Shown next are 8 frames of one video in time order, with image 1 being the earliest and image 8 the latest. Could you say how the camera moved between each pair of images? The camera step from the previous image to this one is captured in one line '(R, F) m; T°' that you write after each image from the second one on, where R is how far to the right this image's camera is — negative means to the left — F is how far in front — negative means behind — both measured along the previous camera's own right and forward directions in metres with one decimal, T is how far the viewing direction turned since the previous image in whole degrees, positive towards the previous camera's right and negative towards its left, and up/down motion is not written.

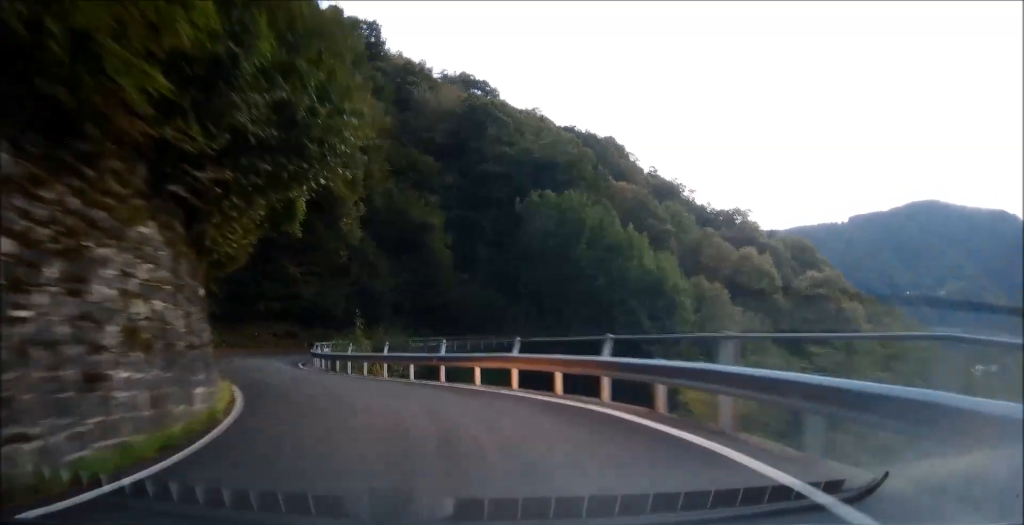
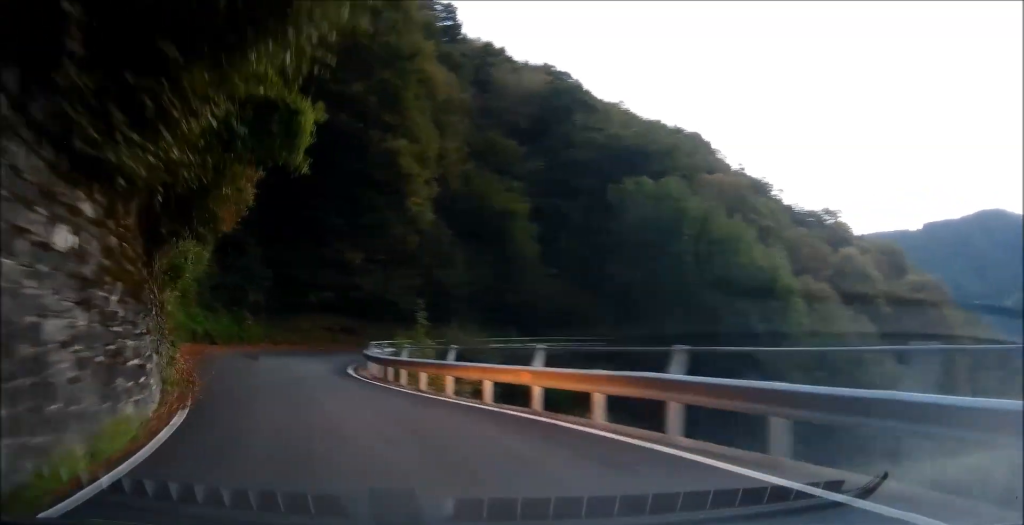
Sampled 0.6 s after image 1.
(-0.3, +6.3) m; -6°
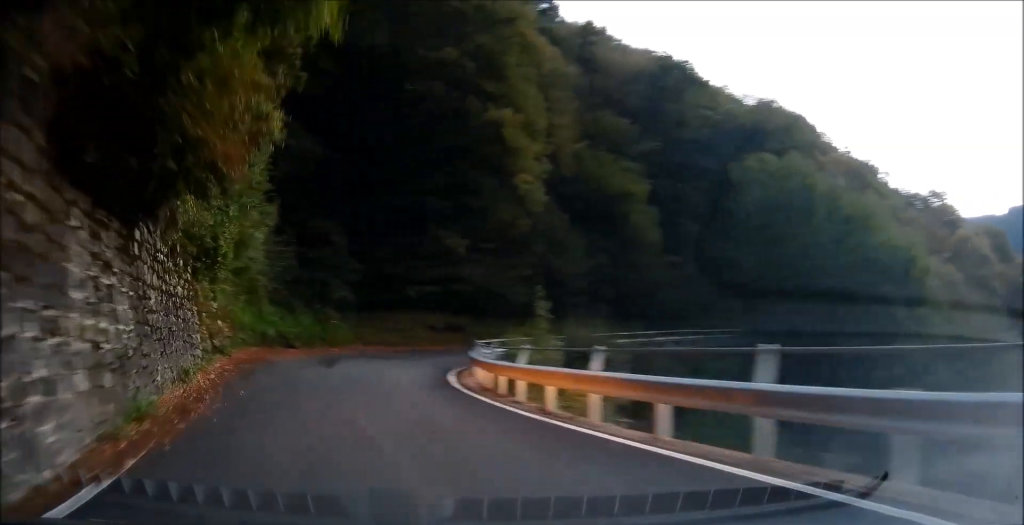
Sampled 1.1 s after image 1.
(+0.1, +4.9) m; -6°
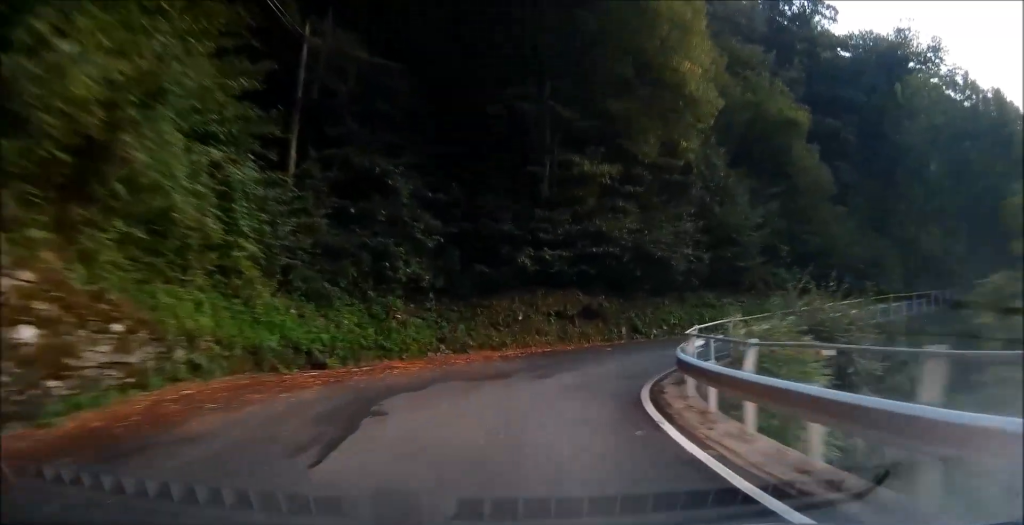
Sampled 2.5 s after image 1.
(-1.4, +13.4) m; -3°
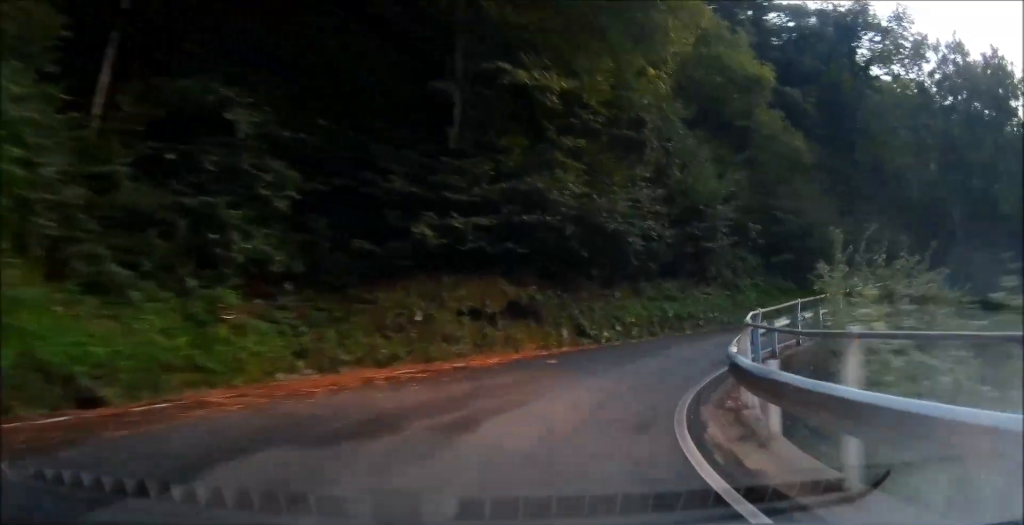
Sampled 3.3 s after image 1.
(+0.2, +7.8) m; +7°
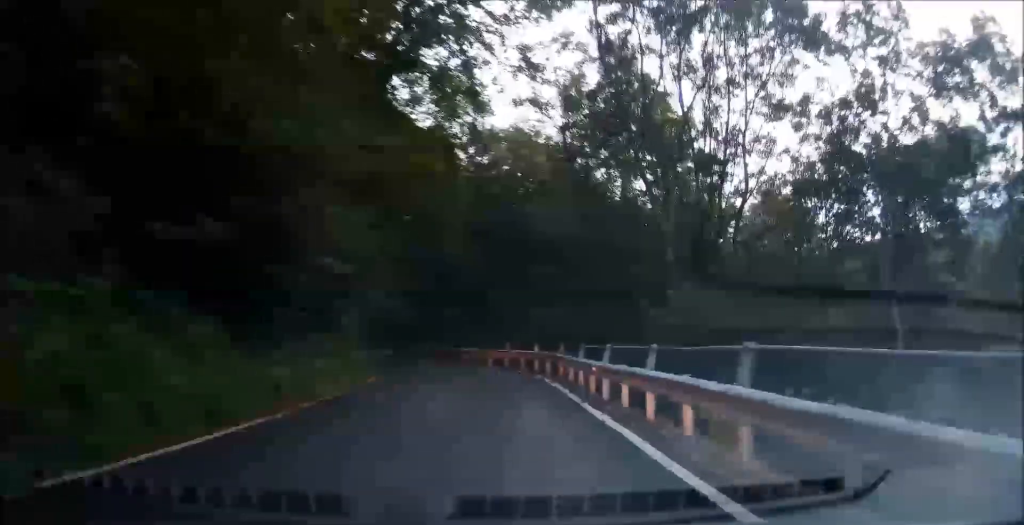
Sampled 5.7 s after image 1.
(+8.0, +21.4) m; +33°
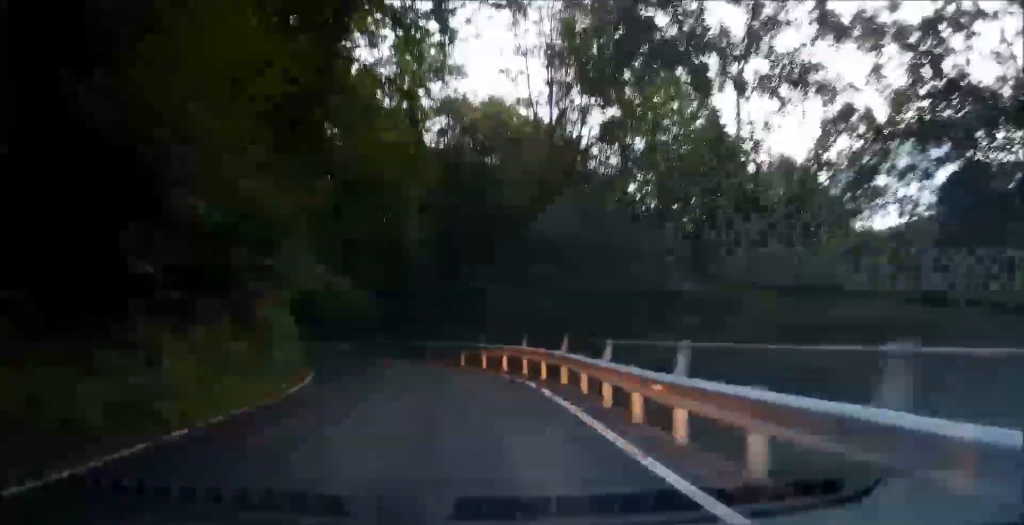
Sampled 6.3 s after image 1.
(-0.1, +6.2) m; +2°
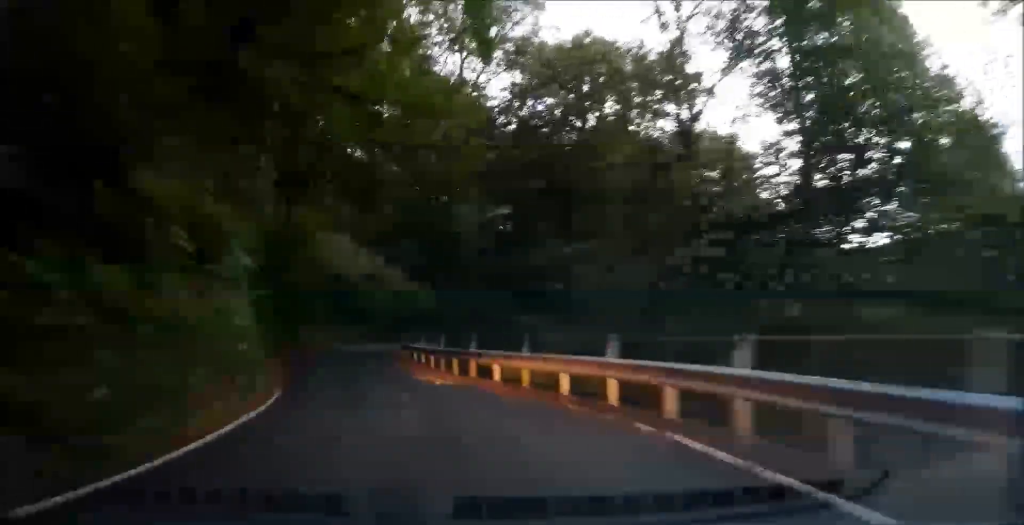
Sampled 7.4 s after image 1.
(+0.7, +10.8) m; +3°
